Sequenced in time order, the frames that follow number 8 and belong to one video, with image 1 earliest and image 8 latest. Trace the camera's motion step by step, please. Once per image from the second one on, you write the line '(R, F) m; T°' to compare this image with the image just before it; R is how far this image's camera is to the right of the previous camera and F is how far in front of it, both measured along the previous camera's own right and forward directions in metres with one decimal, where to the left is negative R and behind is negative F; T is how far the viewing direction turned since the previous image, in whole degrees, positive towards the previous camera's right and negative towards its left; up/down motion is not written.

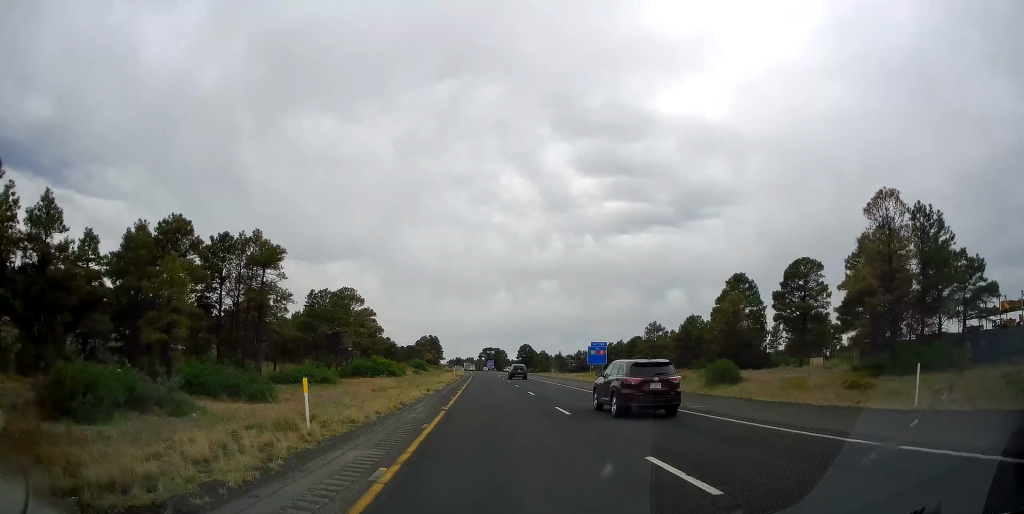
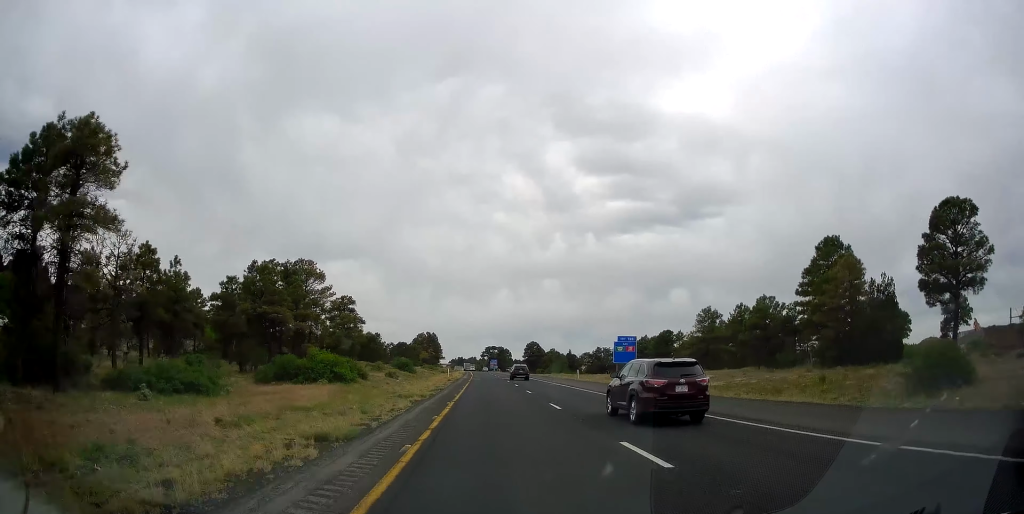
(0.0, +22.4) m; 0°
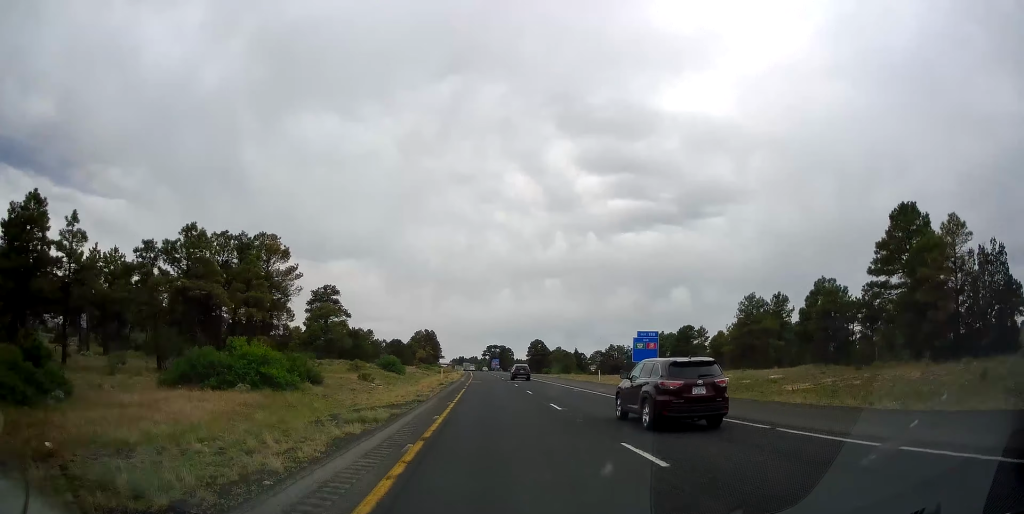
(-0.1, +12.2) m; 0°
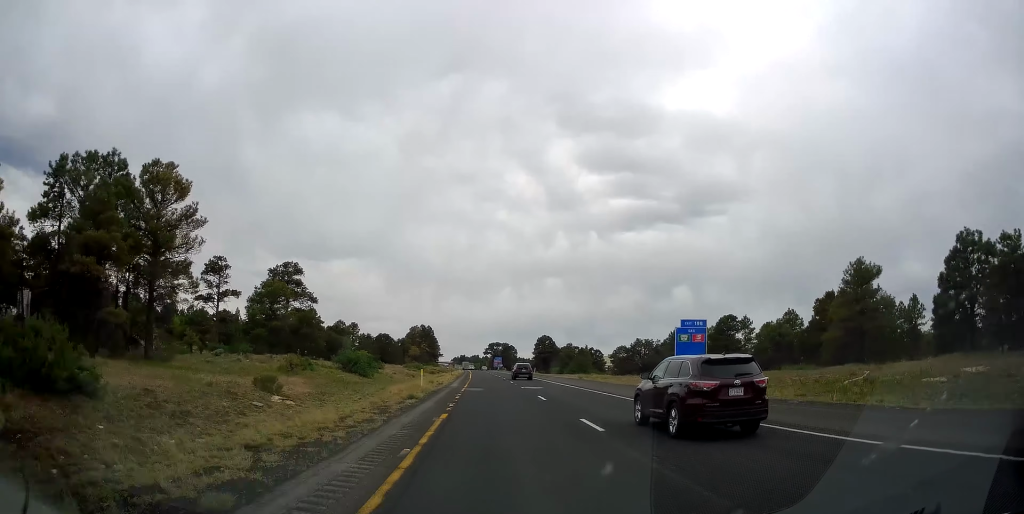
(-0.1, +19.4) m; 0°
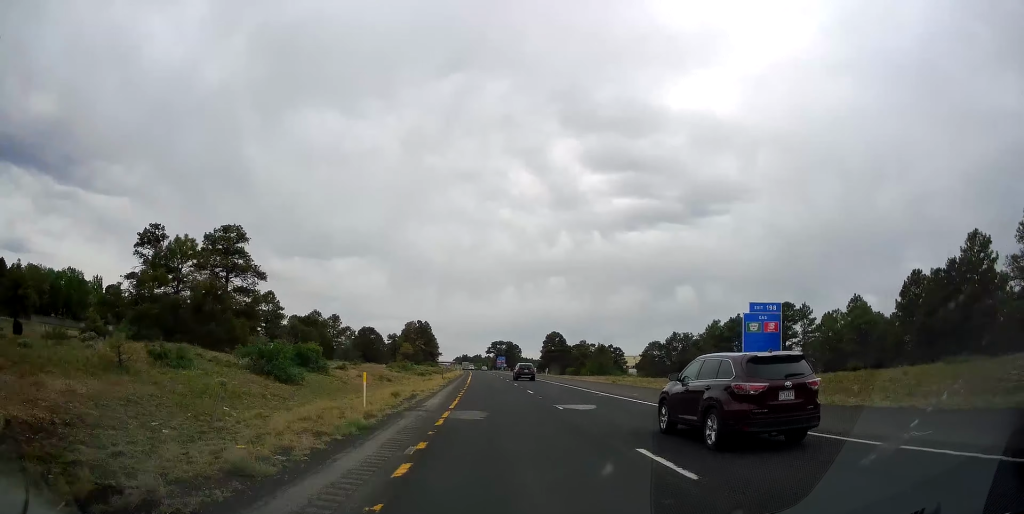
(0.0, +18.4) m; 0°
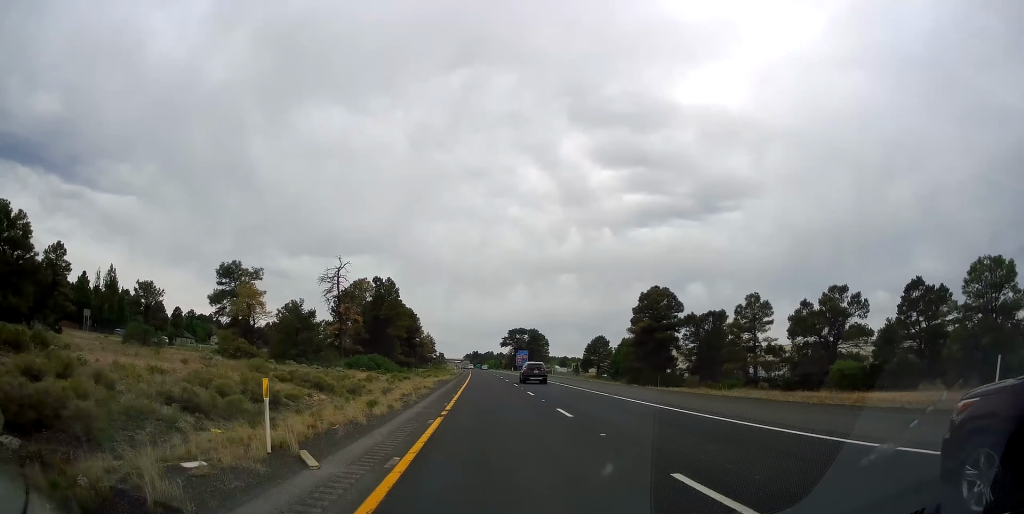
(-0.1, +89.4) m; -1°
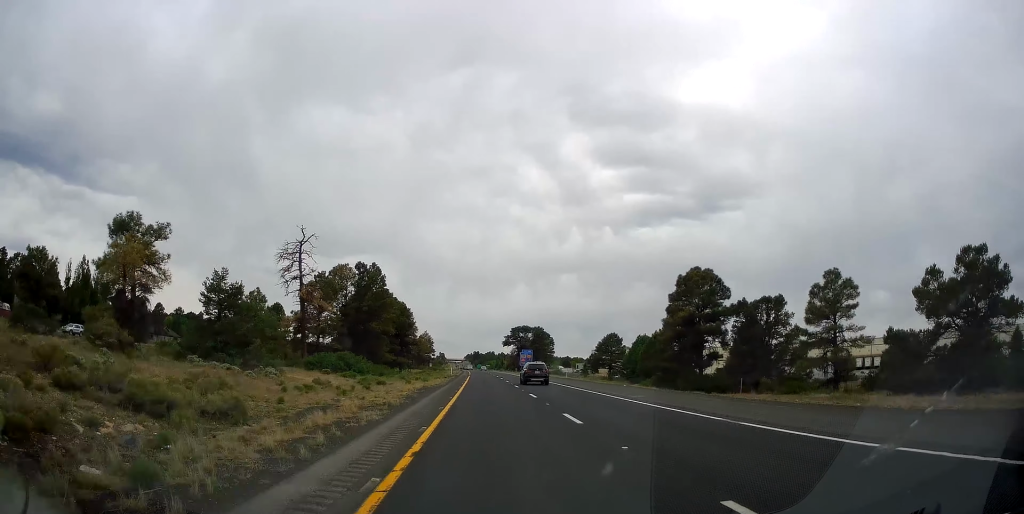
(-0.1, +14.3) m; 0°
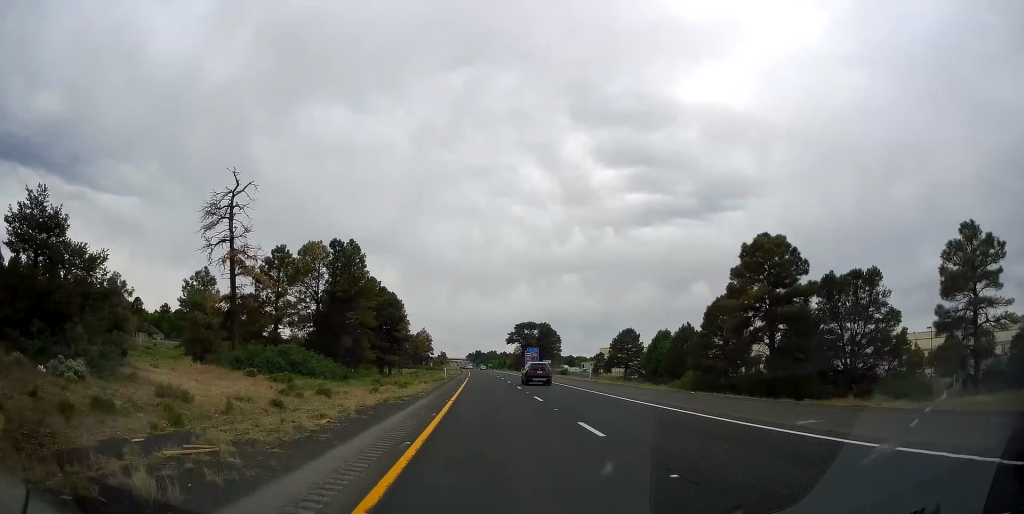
(-0.2, +15.3) m; 0°
